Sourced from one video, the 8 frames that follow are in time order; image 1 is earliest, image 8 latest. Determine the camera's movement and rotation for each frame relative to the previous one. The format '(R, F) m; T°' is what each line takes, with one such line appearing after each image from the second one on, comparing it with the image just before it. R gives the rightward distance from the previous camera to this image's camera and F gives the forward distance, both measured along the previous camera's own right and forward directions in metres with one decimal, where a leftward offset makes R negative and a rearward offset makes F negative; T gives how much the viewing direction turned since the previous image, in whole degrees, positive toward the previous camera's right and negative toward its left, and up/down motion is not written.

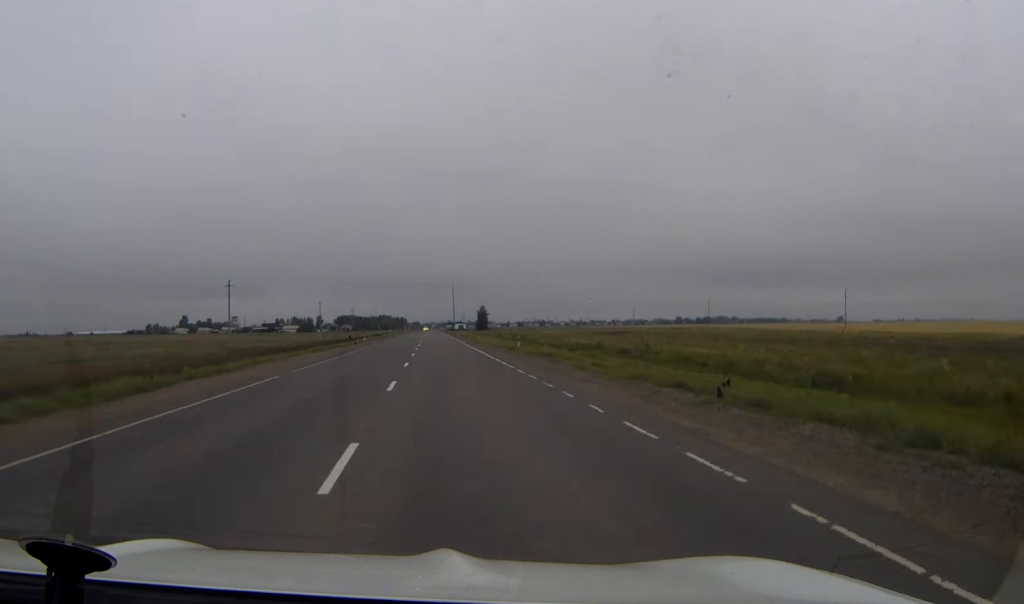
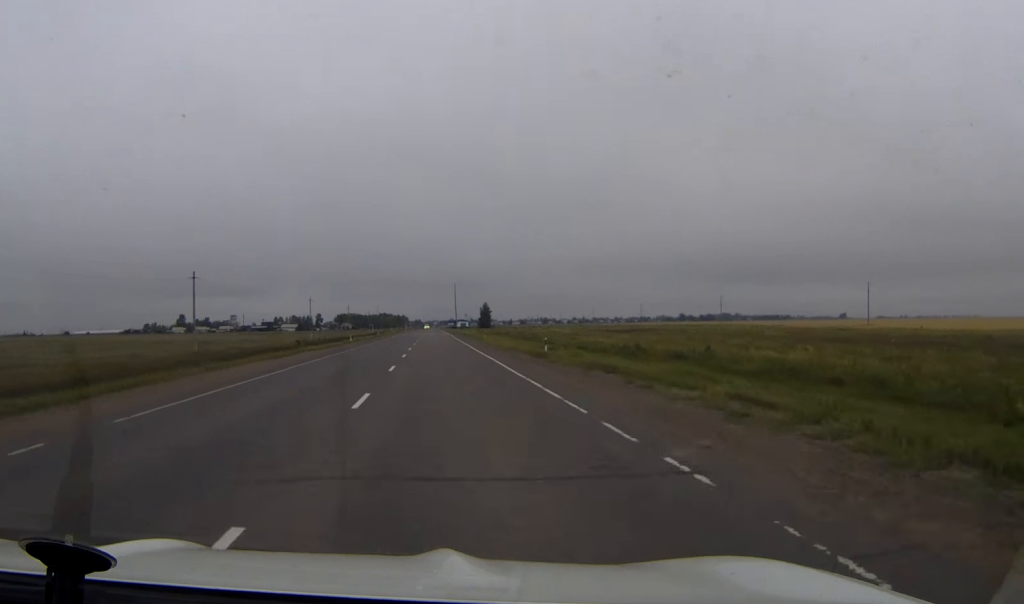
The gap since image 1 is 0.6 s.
(0.0, +16.4) m; 0°
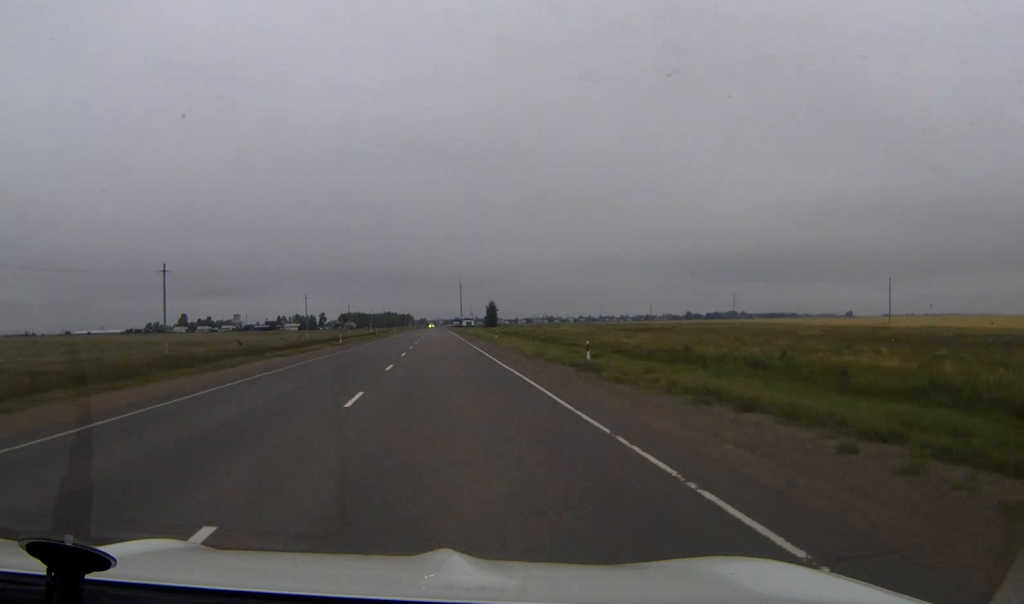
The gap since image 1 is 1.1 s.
(-0.1, +12.3) m; 0°
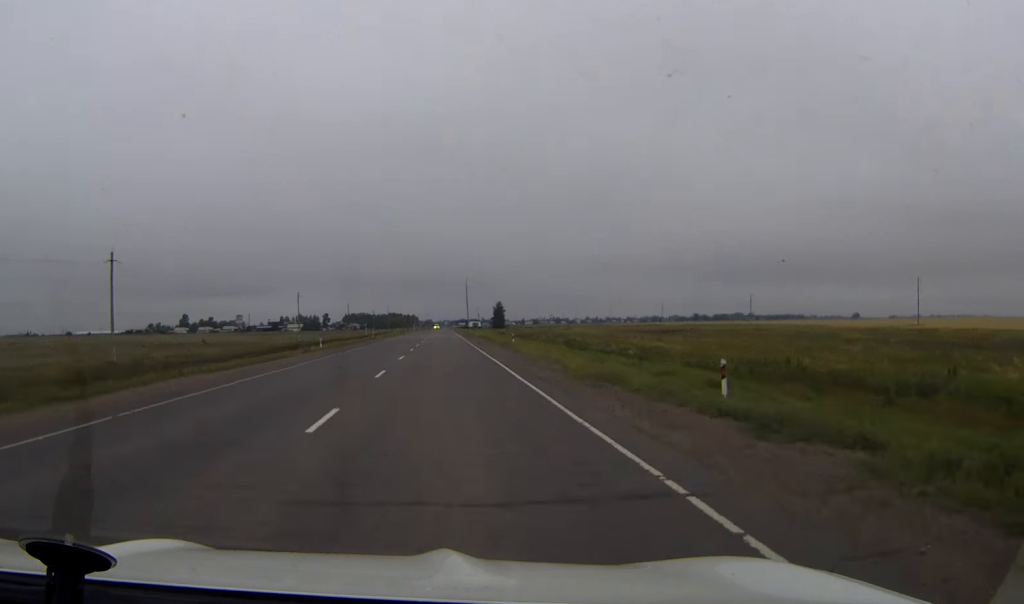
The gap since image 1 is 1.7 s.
(0.0, +14.8) m; 0°
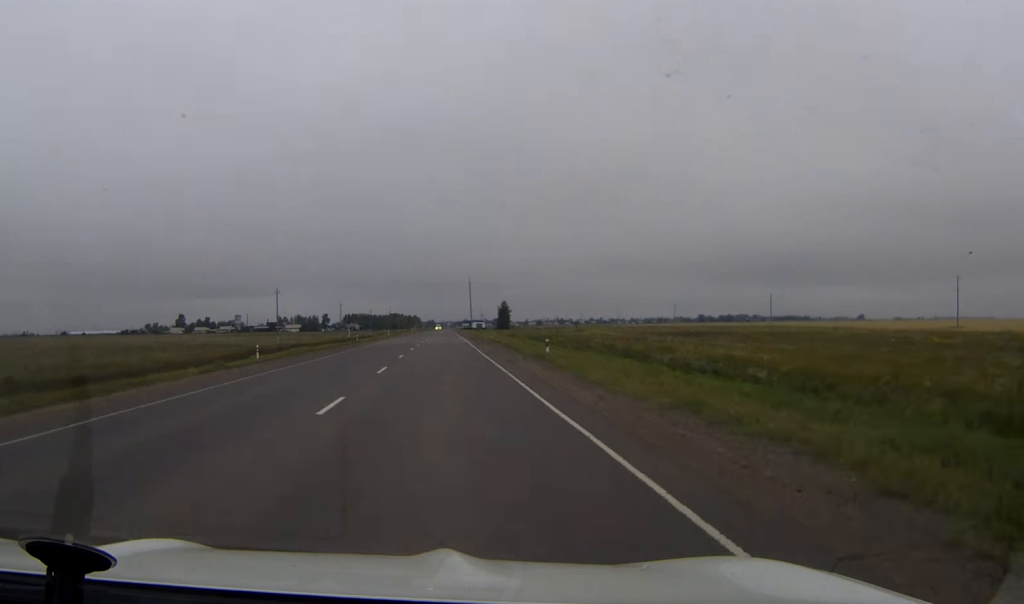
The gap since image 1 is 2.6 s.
(0.0, +21.7) m; 0°
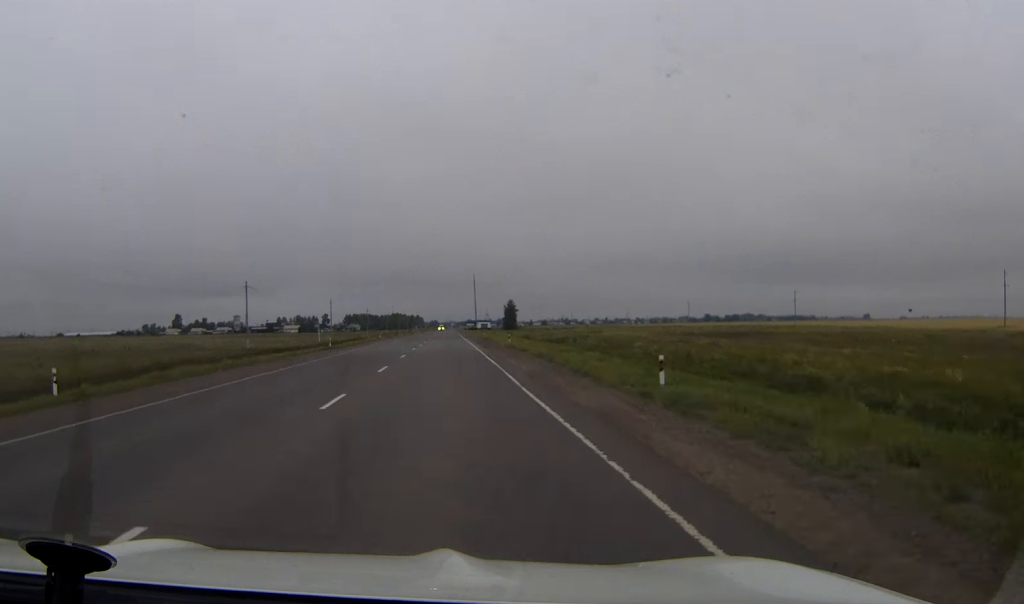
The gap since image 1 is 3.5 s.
(-0.1, +23.3) m; 0°
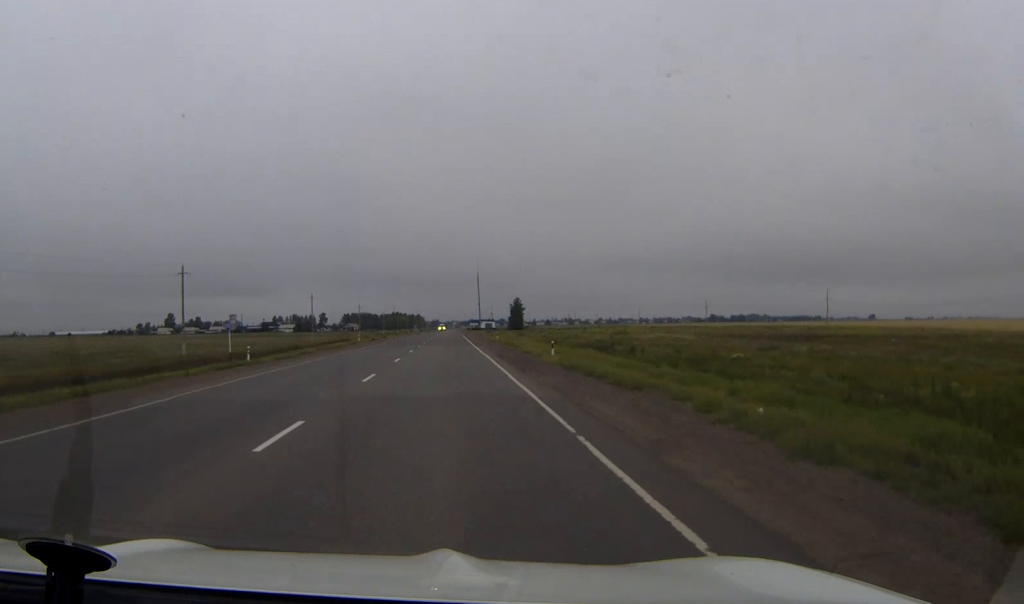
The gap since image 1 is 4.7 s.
(0.0, +28.9) m; 0°
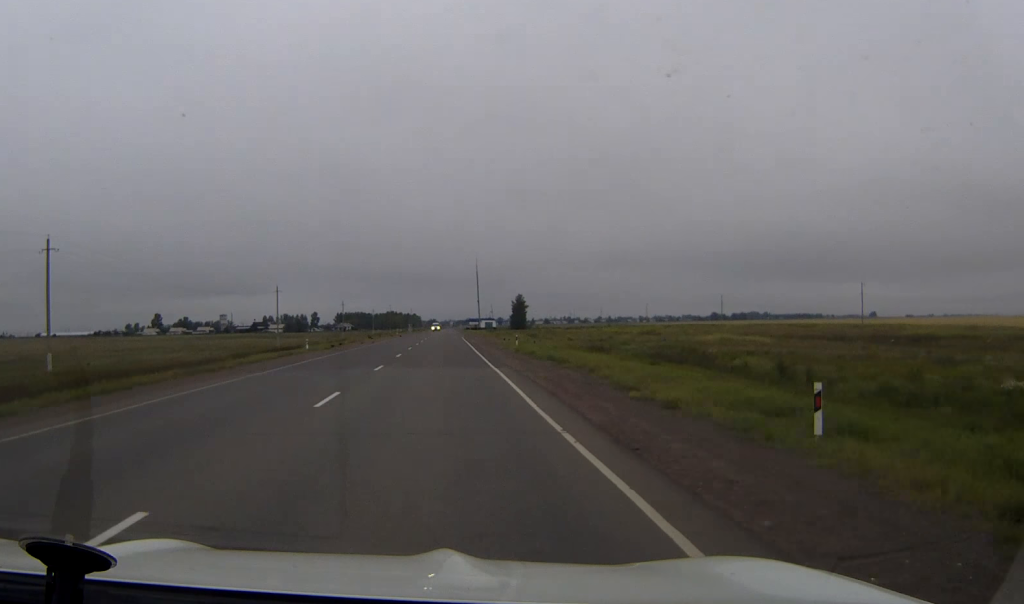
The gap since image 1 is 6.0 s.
(+0.1, +30.0) m; 0°
